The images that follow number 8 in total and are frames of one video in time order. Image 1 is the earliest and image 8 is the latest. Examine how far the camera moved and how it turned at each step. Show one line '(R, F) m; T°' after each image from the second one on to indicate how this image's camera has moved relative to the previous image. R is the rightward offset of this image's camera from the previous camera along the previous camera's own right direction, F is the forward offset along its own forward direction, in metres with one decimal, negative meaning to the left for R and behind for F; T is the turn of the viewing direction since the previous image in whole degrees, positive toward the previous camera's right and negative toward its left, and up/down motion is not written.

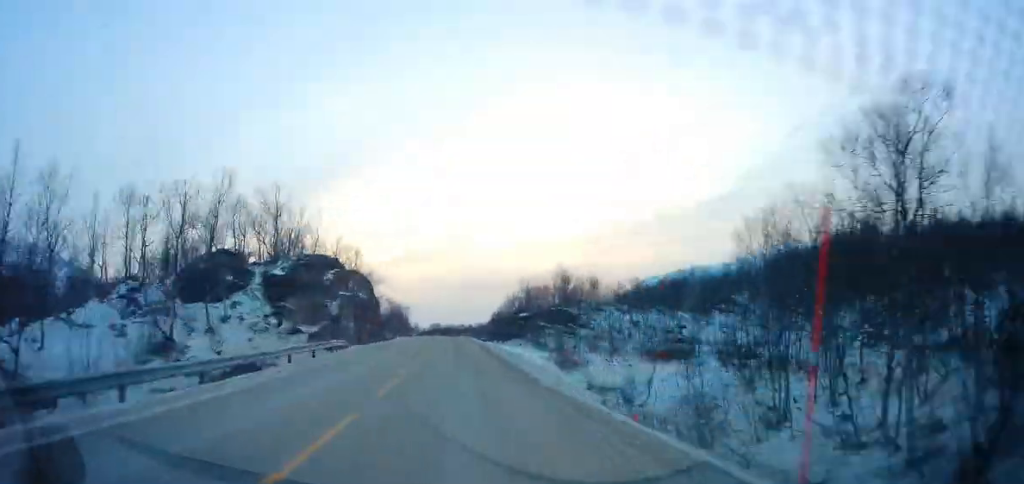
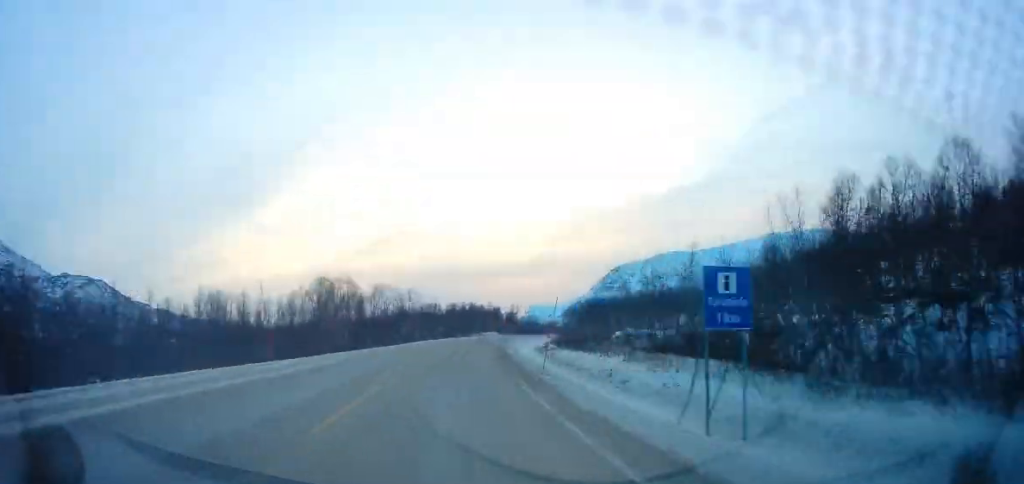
(+15.2, +253.6) m; +11°
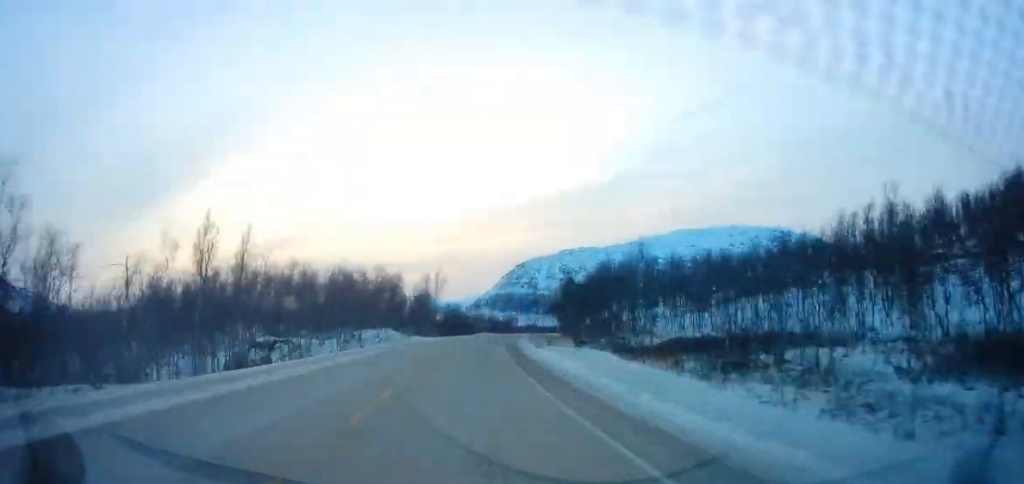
(+9.9, +97.7) m; +5°
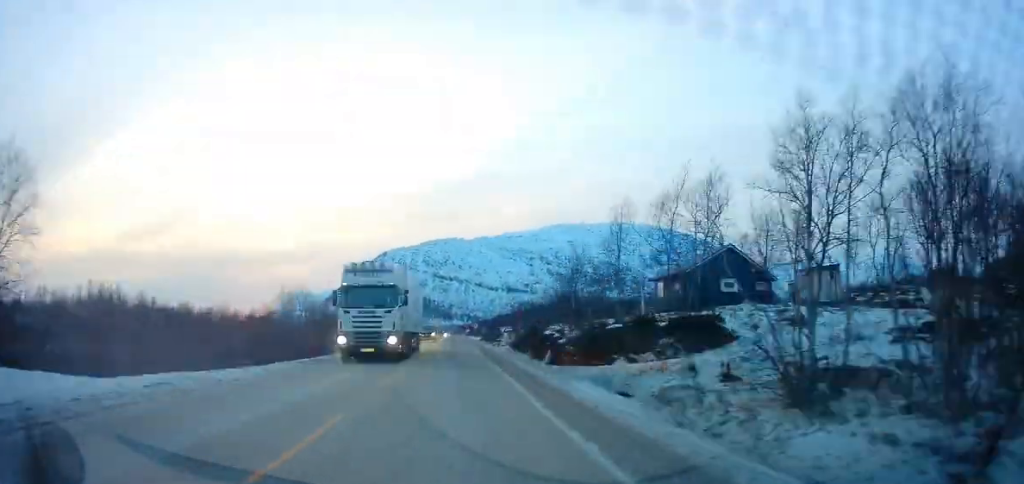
(+25.5, +230.3) m; +7°
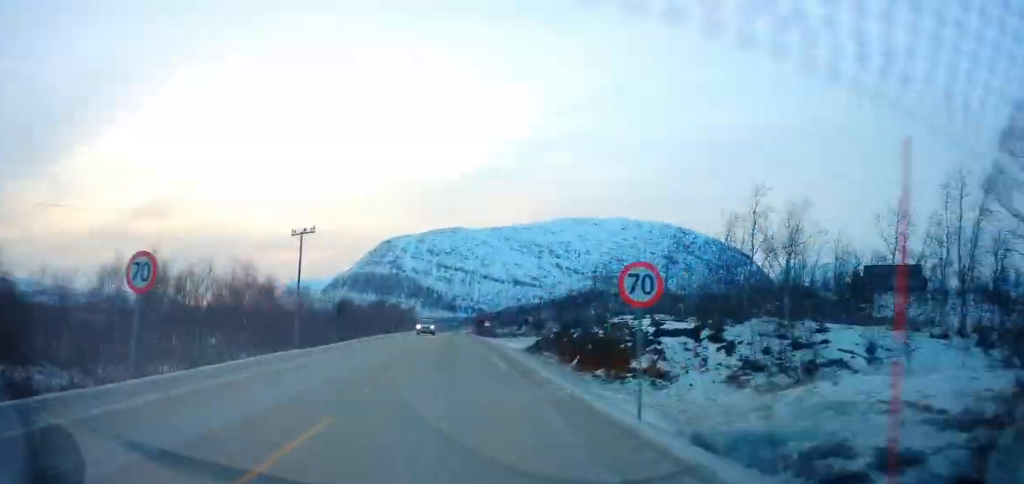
(+0.9, +90.6) m; +1°
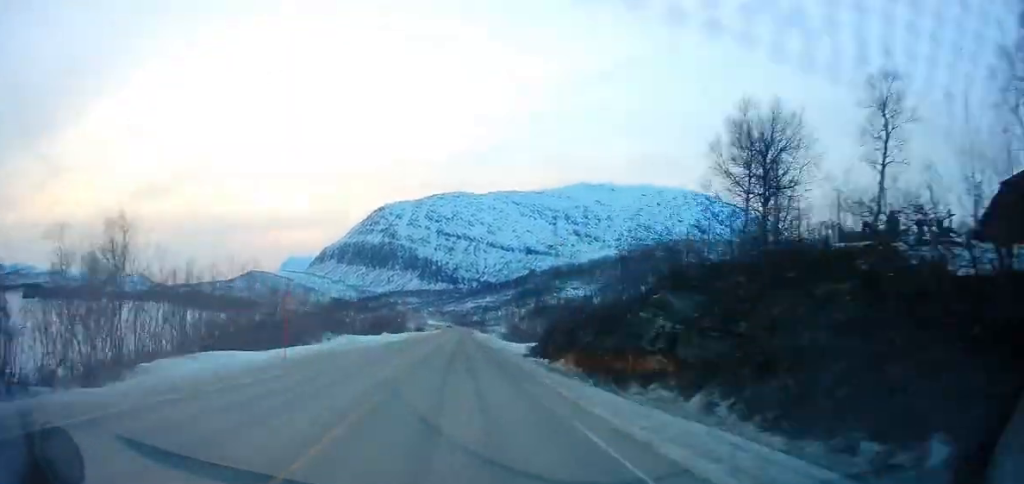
(+0.3, +370.7) m; -2°
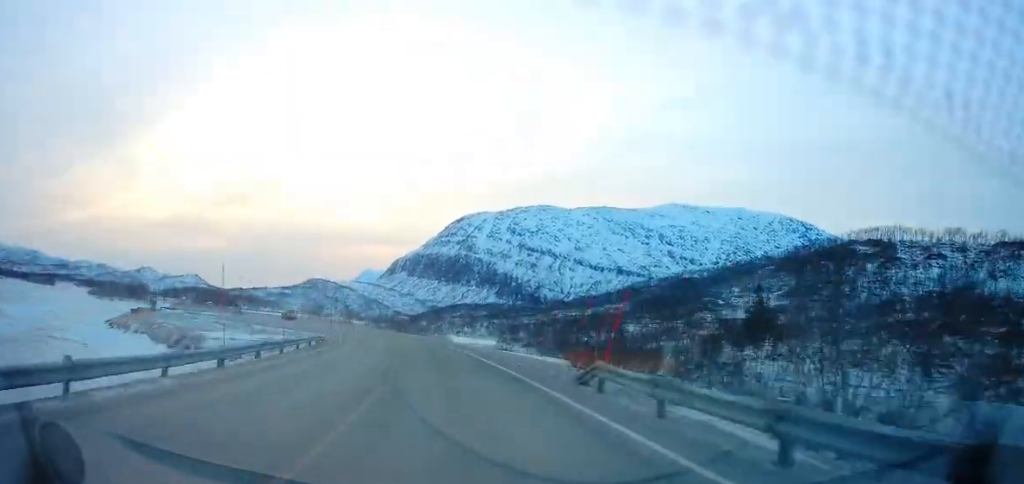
(-25.1, +194.8) m; -22°
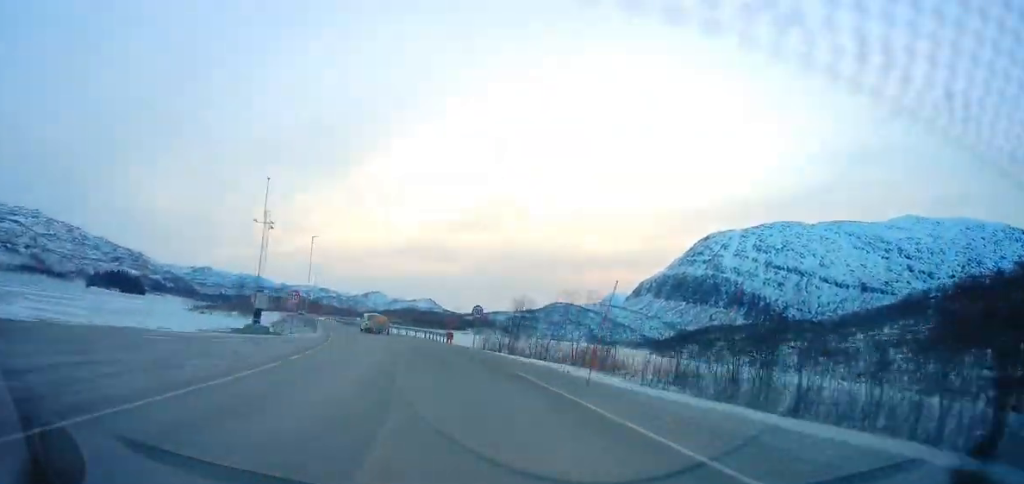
(-7.2, +82.0) m; -12°
